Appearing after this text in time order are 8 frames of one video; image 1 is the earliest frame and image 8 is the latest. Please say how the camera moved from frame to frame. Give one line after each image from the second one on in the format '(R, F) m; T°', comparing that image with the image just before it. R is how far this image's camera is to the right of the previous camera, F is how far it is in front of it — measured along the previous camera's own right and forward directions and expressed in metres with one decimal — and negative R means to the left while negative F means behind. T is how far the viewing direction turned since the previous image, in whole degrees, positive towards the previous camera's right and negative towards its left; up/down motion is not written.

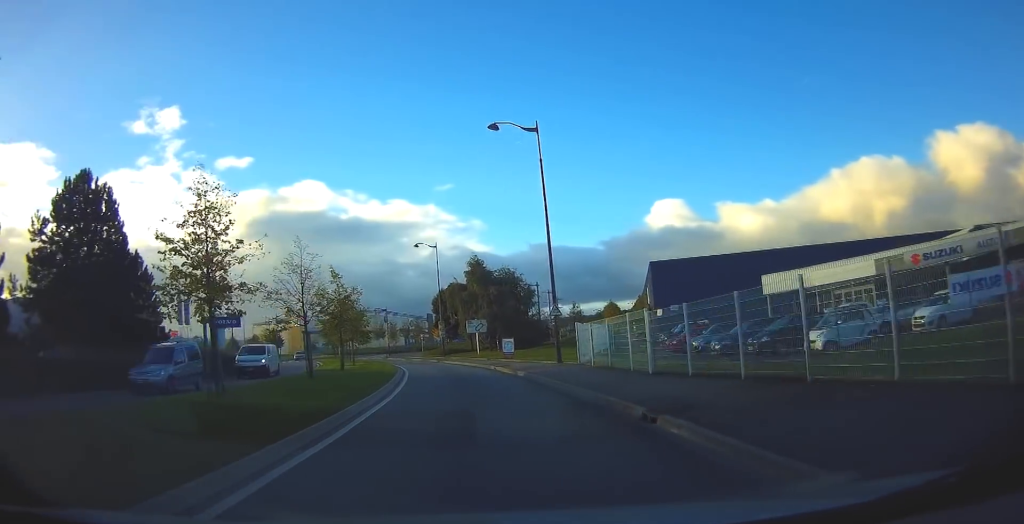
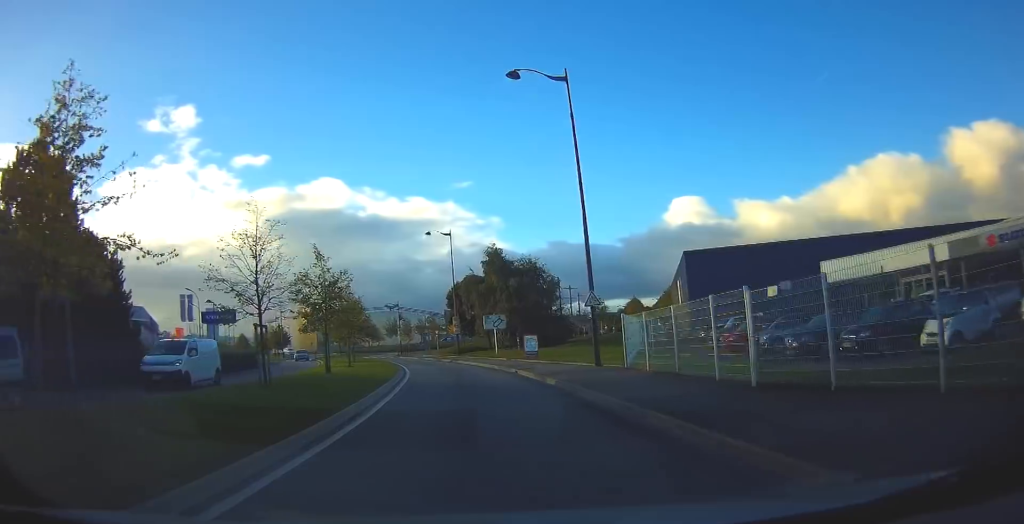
(-0.1, +5.6) m; -2°
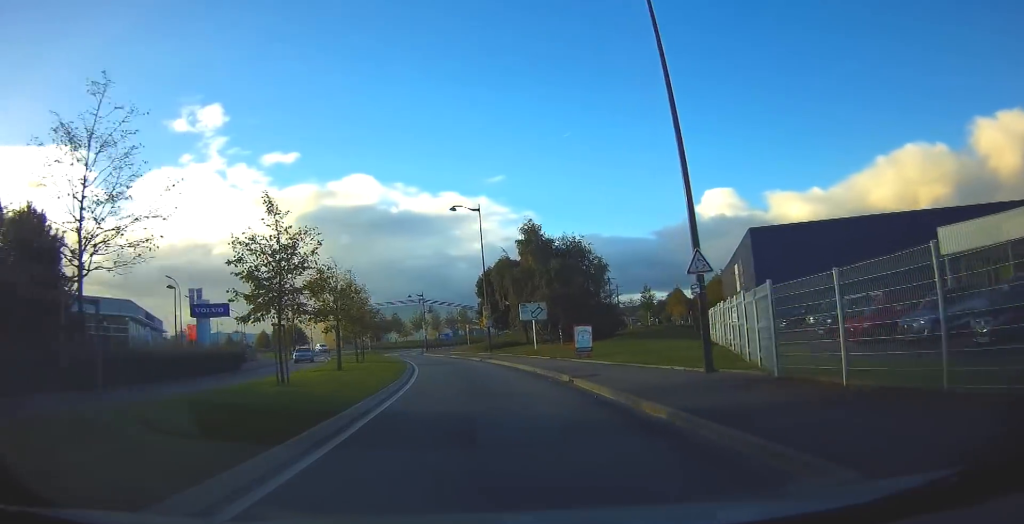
(-0.2, +8.6) m; -3°
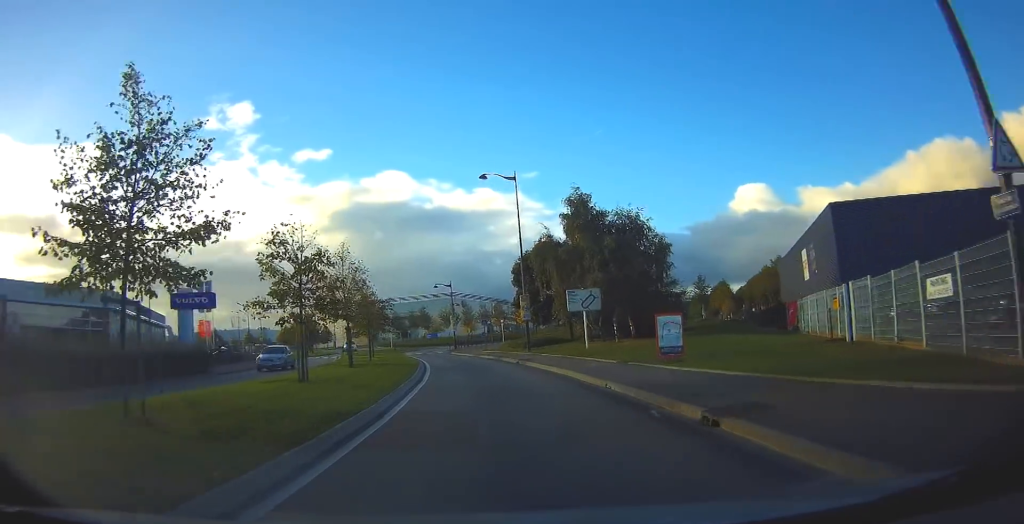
(-0.2, +8.8) m; -3°
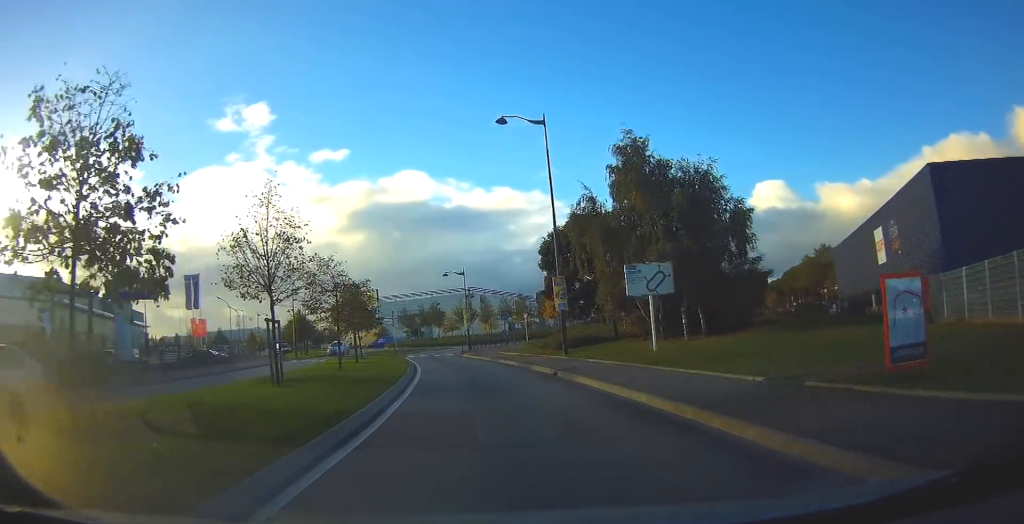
(-0.3, +10.8) m; -3°
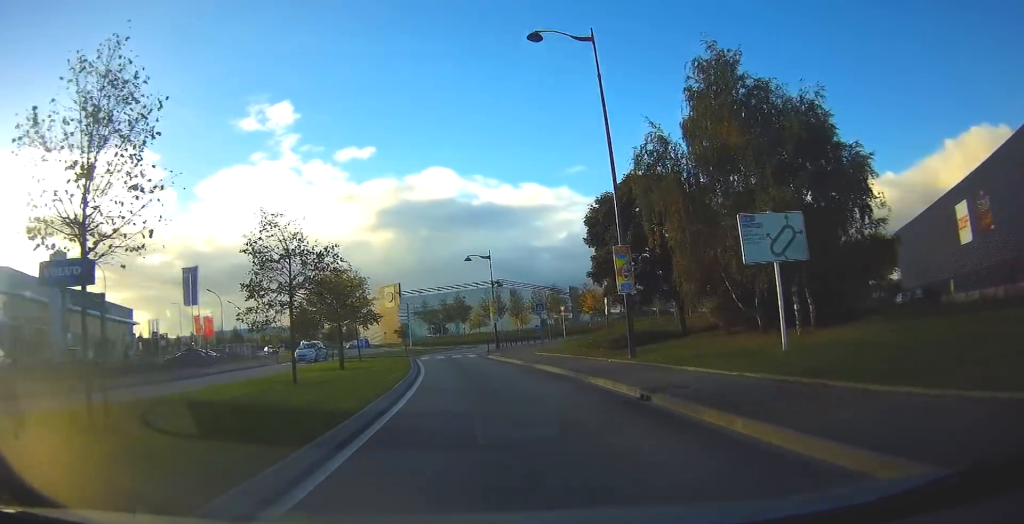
(-0.2, +8.8) m; -3°
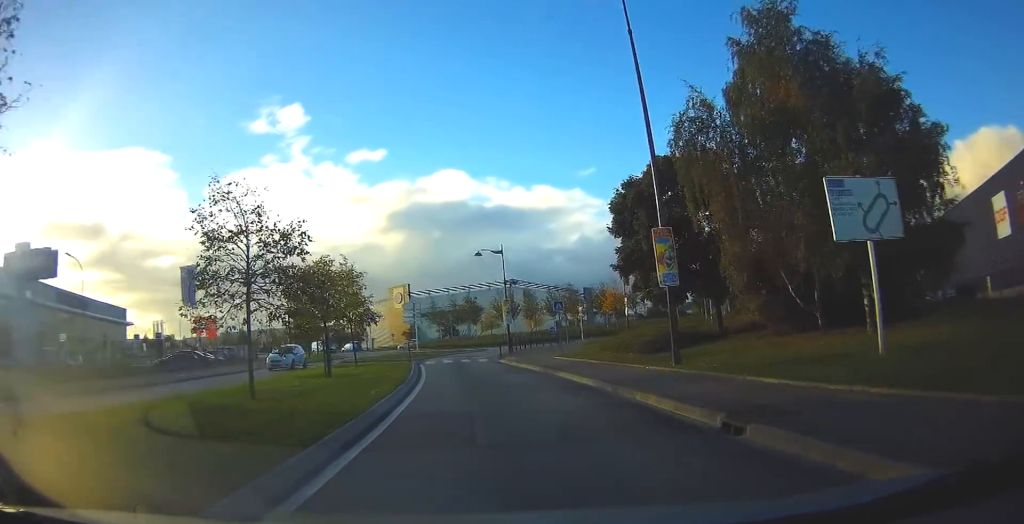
(0.0, +3.7) m; -1°
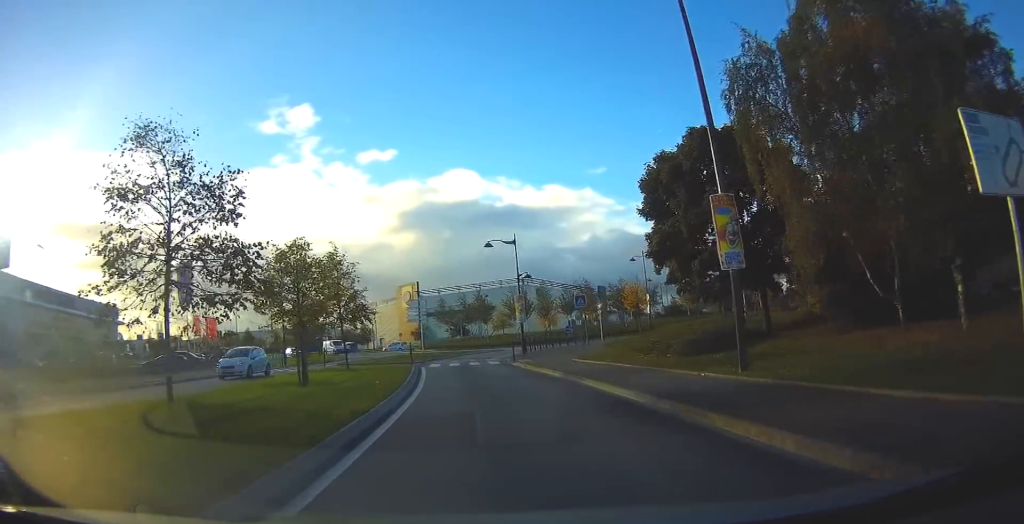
(-0.1, +3.9) m; -1°
